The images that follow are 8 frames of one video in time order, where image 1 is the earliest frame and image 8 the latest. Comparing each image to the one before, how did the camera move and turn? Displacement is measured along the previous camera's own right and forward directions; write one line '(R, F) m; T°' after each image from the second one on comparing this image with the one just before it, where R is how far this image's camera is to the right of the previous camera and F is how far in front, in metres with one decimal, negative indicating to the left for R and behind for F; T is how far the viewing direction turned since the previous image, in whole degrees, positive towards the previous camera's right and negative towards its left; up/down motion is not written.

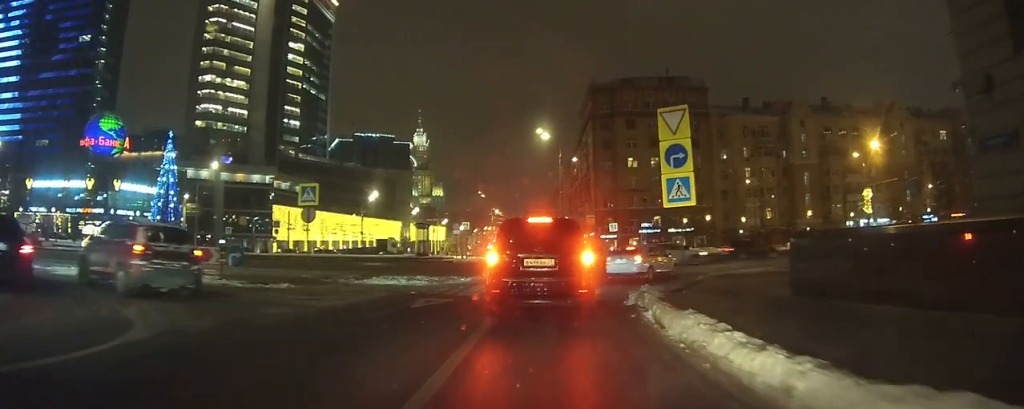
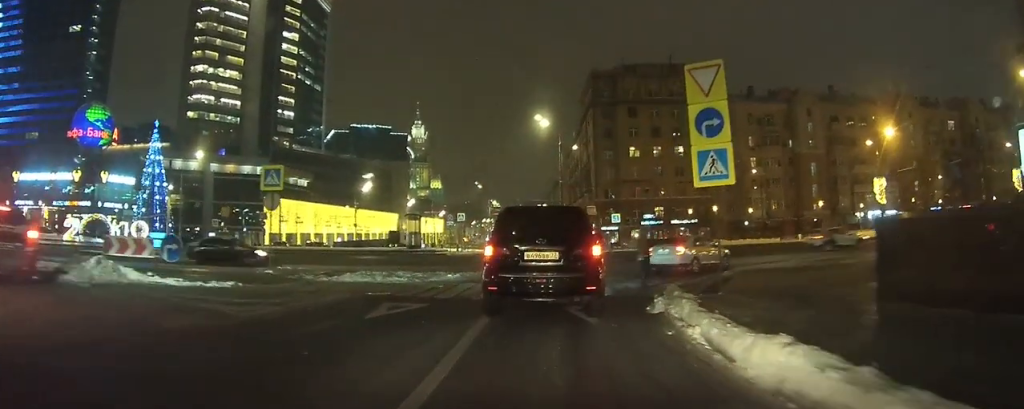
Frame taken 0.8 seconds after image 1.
(+0.1, +2.4) m; +4°
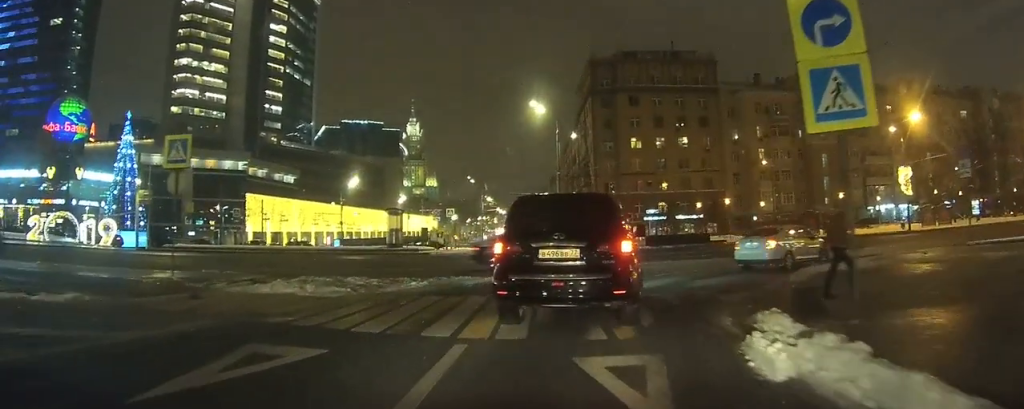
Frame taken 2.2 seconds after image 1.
(+0.4, +5.0) m; +4°
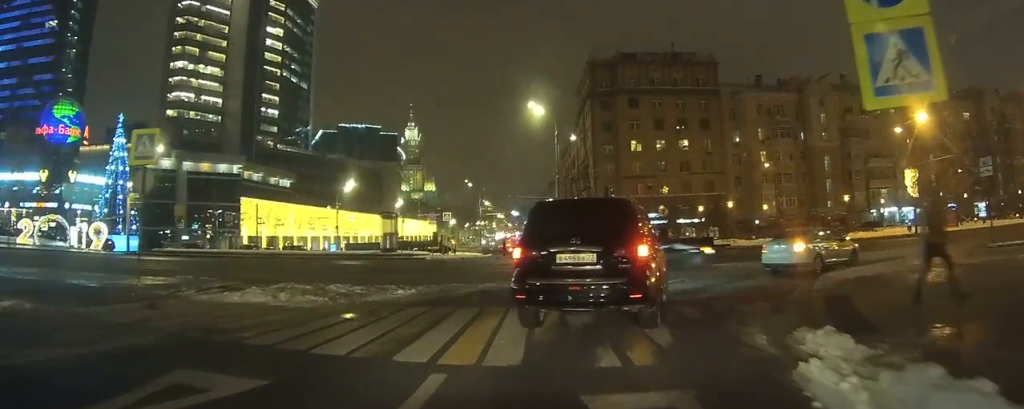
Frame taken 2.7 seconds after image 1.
(0.0, +1.6) m; 0°
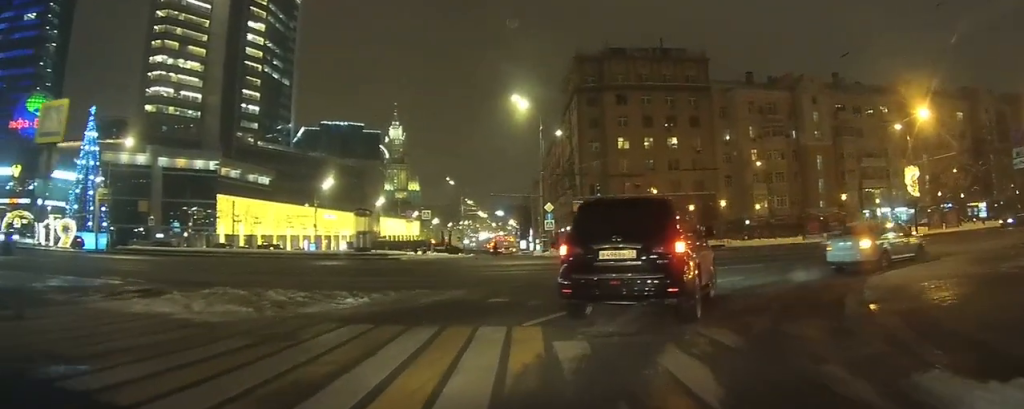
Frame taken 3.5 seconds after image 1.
(-0.2, +3.4) m; +1°
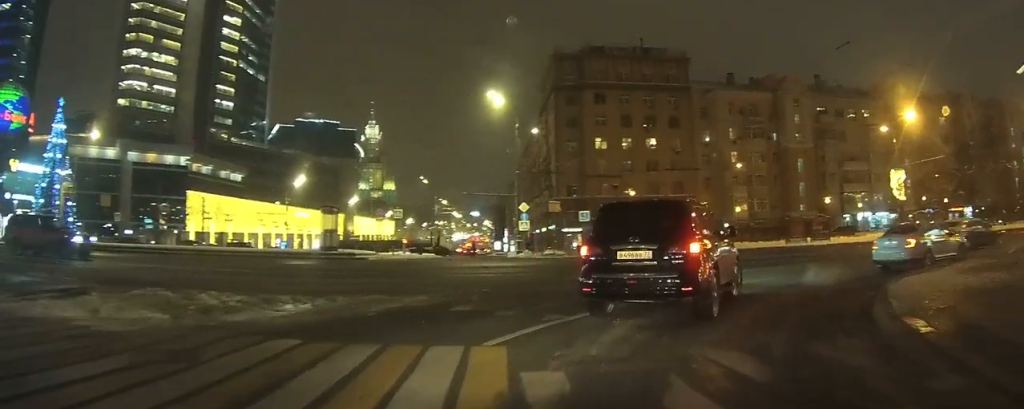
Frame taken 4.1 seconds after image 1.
(+0.2, +2.2) m; +4°
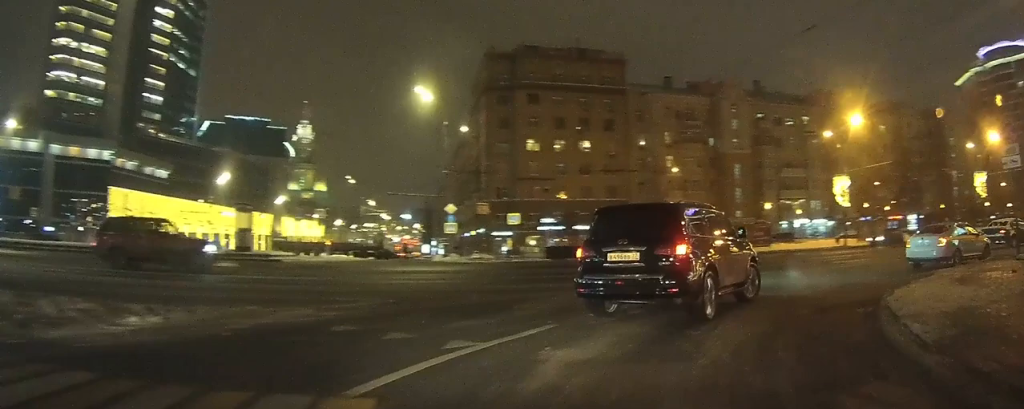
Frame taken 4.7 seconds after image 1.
(+0.1, +2.7) m; +6°
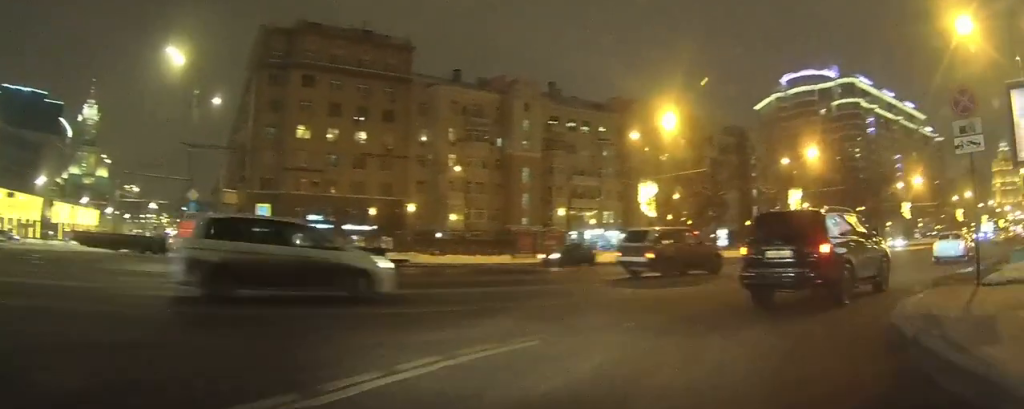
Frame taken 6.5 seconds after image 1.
(+1.3, +7.6) m; +22°
